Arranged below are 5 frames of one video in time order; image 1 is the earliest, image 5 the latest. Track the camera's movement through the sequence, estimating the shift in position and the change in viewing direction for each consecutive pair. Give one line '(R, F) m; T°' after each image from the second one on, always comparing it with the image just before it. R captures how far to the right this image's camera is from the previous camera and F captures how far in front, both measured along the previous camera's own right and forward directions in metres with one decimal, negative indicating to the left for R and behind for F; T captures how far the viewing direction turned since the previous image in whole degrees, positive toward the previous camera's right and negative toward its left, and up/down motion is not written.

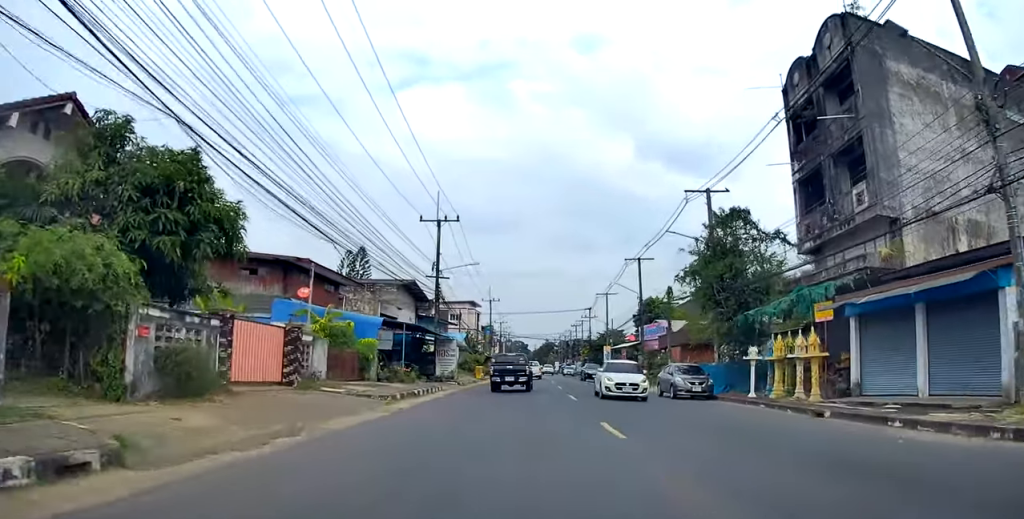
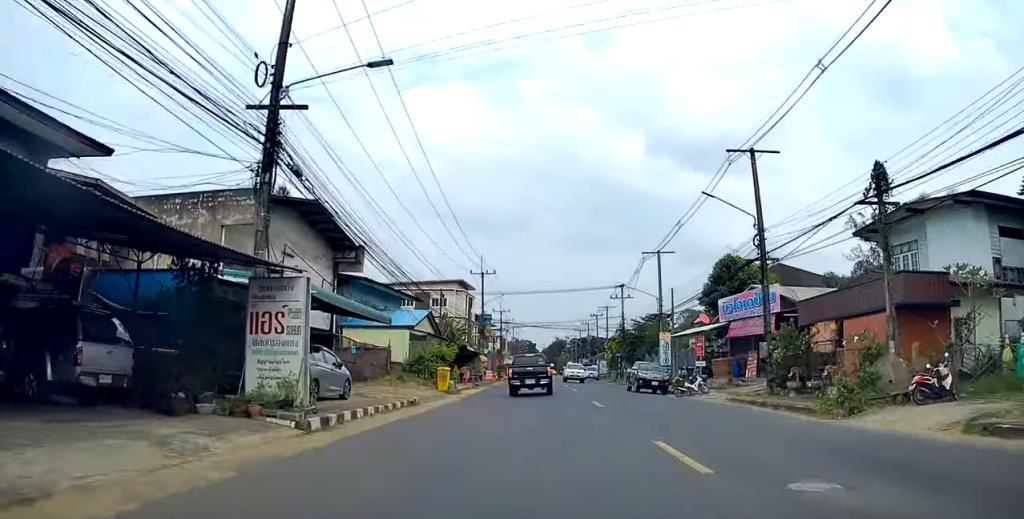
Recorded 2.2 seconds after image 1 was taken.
(0.0, +26.9) m; 0°
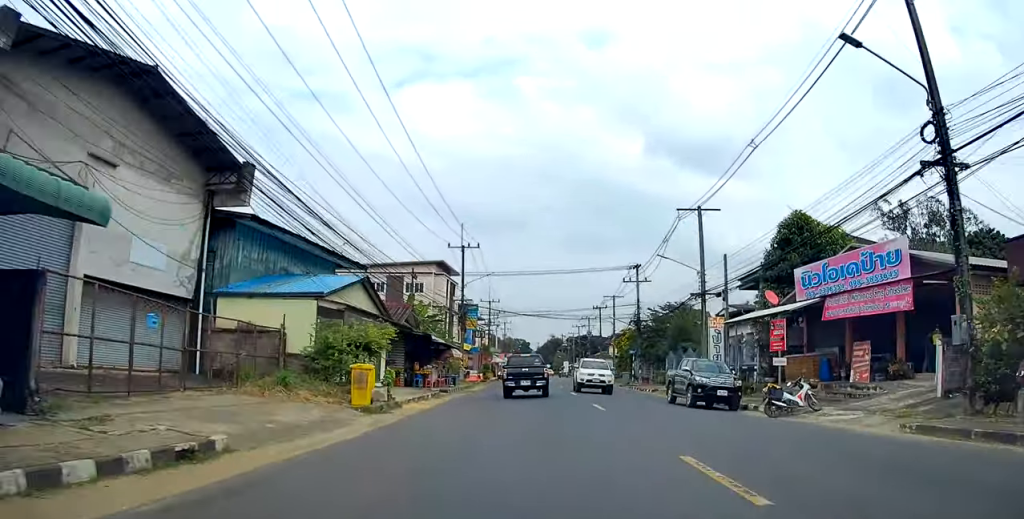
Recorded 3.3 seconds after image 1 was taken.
(-0.1, +13.7) m; 0°
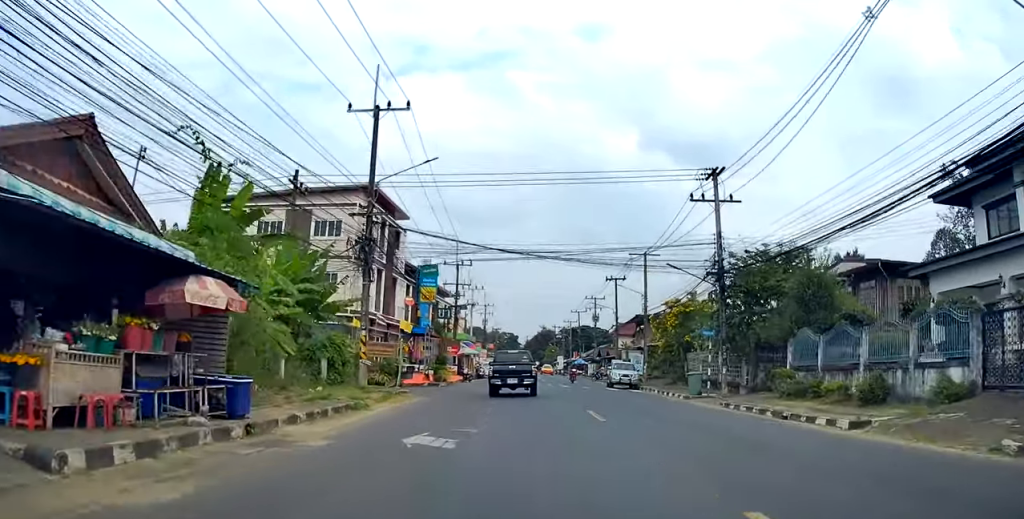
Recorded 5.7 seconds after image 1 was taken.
(-0.4, +27.3) m; -1°
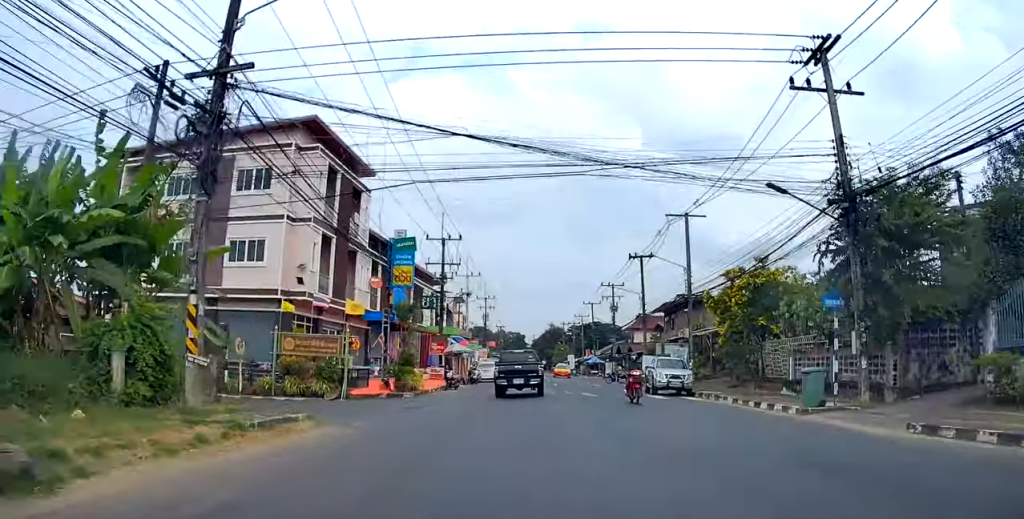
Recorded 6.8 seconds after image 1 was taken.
(+0.2, +12.3) m; +1°
